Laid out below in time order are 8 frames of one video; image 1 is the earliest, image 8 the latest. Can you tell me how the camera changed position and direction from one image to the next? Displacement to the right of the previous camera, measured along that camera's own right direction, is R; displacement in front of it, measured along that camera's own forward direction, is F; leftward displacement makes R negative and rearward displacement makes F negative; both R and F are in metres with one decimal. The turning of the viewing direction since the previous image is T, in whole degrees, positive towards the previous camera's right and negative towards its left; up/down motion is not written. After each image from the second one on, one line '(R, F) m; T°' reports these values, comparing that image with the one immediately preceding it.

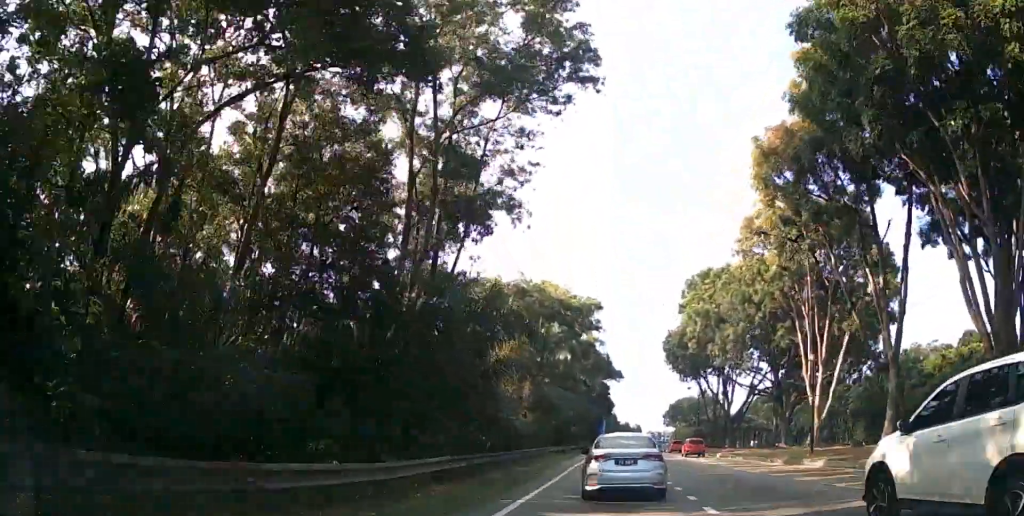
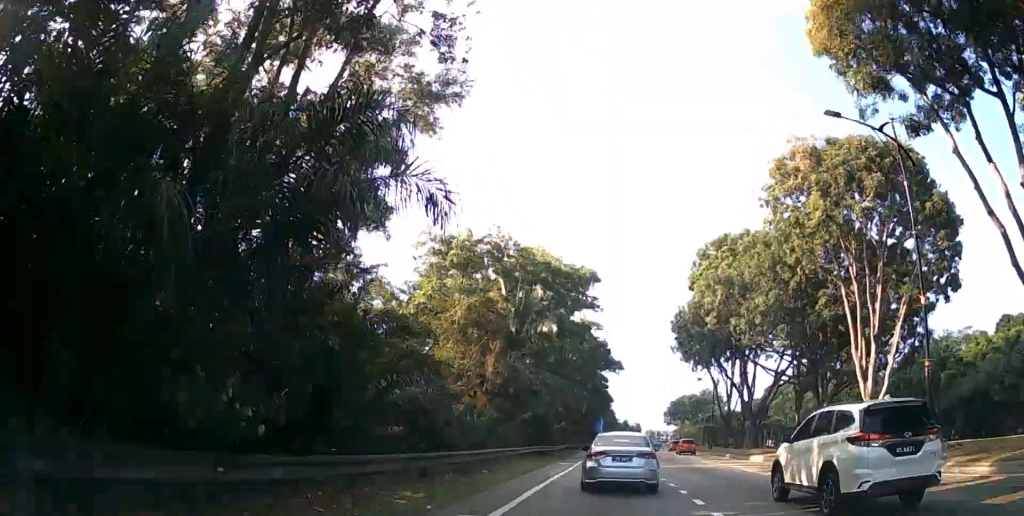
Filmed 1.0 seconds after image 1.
(+0.1, +12.5) m; 0°
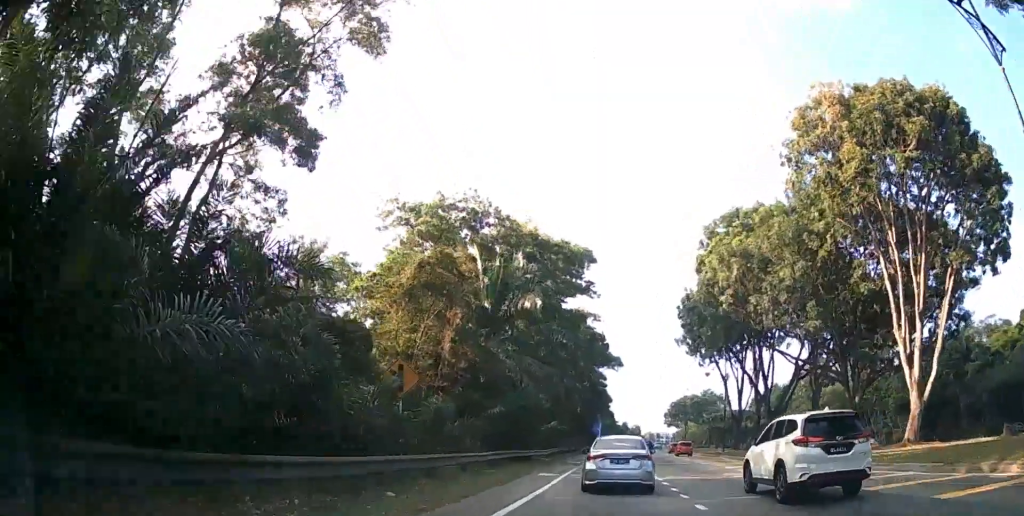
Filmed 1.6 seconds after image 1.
(+0.1, +6.9) m; 0°
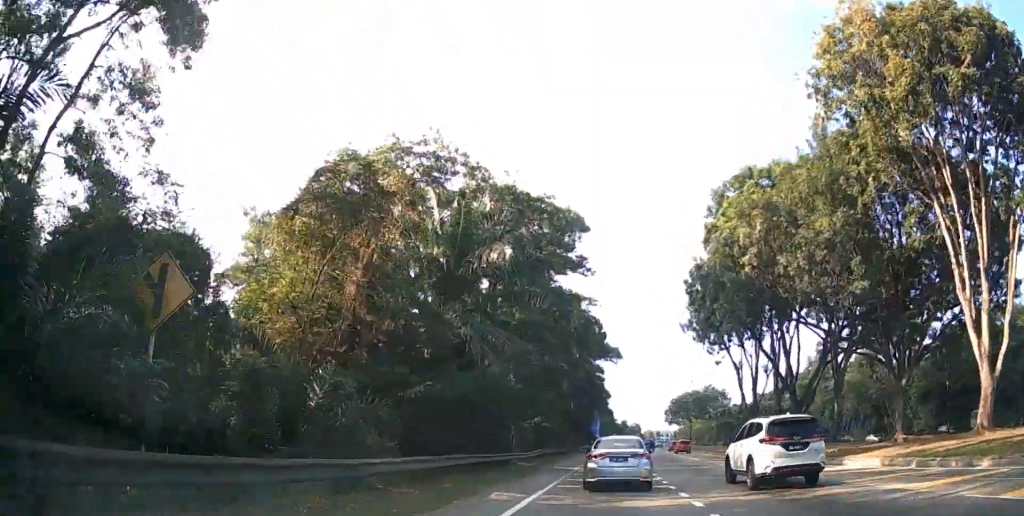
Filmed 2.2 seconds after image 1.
(-0.1, +8.2) m; -1°
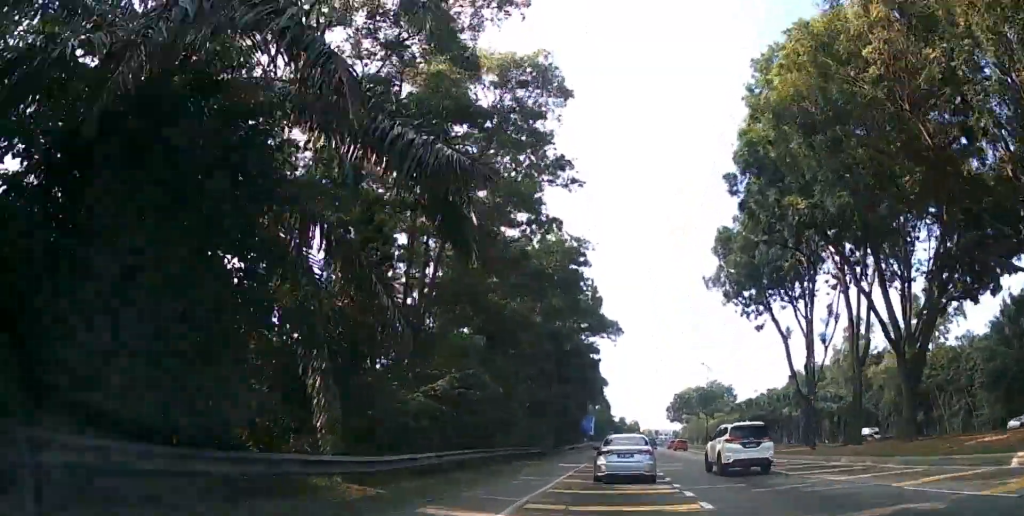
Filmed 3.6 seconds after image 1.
(-0.3, +18.6) m; 0°
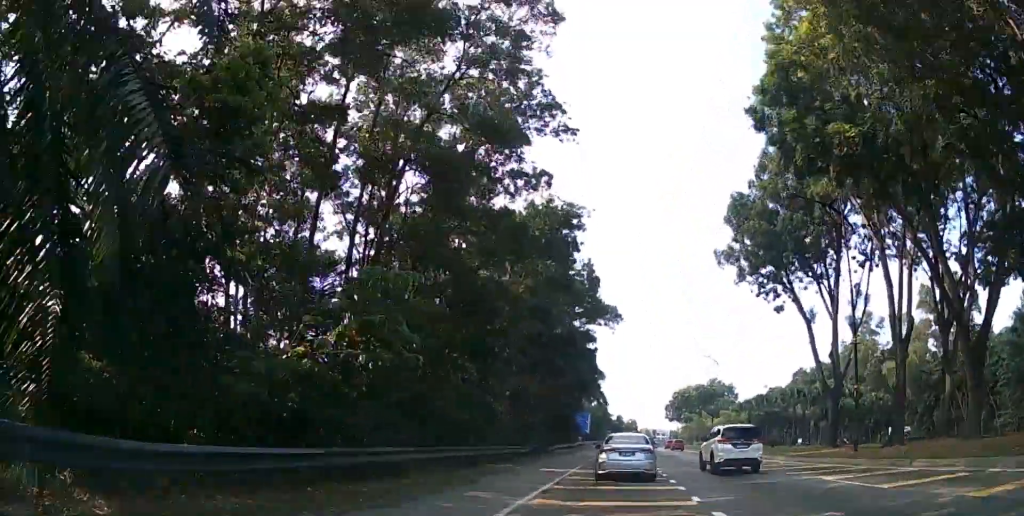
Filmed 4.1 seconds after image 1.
(+0.1, +6.3) m; +1°
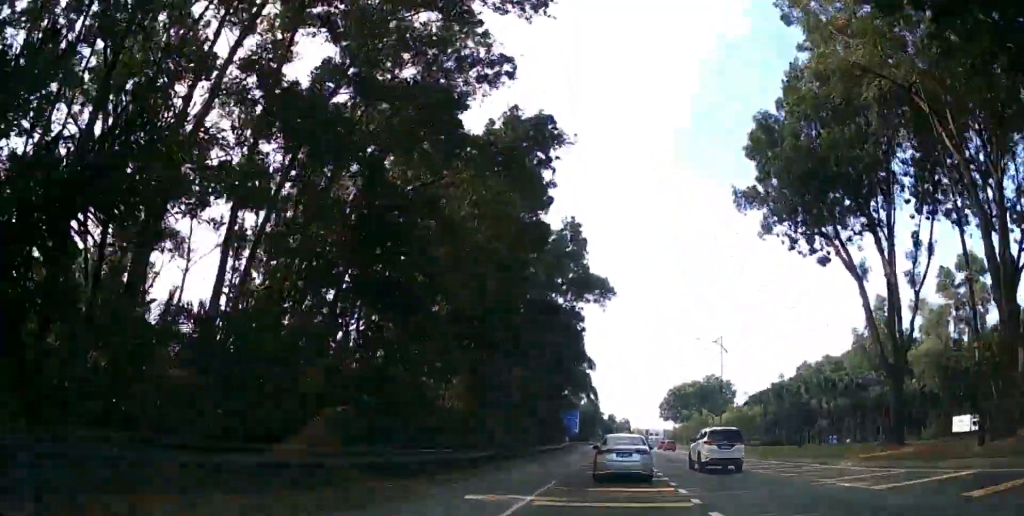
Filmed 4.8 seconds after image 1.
(+0.1, +10.4) m; +1°
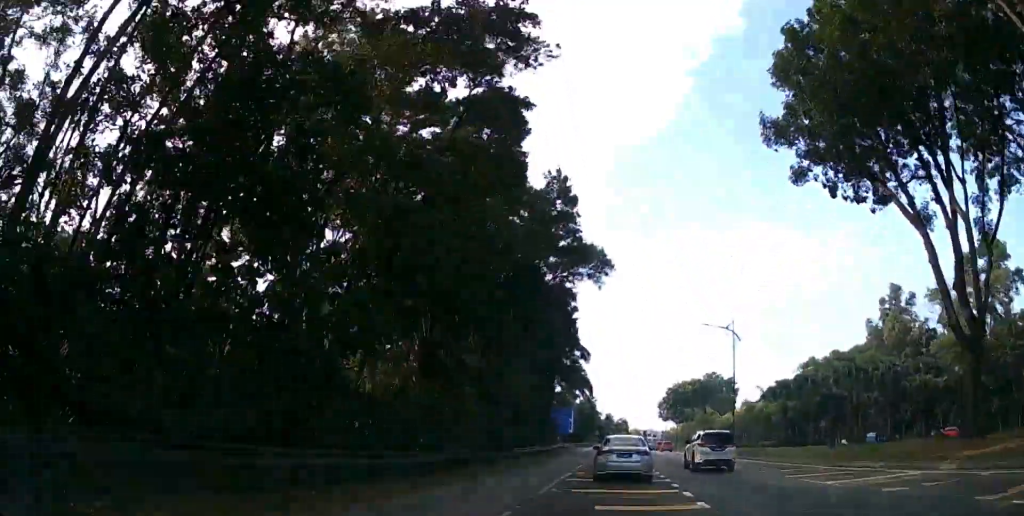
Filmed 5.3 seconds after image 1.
(+0.1, +7.0) m; 0°
